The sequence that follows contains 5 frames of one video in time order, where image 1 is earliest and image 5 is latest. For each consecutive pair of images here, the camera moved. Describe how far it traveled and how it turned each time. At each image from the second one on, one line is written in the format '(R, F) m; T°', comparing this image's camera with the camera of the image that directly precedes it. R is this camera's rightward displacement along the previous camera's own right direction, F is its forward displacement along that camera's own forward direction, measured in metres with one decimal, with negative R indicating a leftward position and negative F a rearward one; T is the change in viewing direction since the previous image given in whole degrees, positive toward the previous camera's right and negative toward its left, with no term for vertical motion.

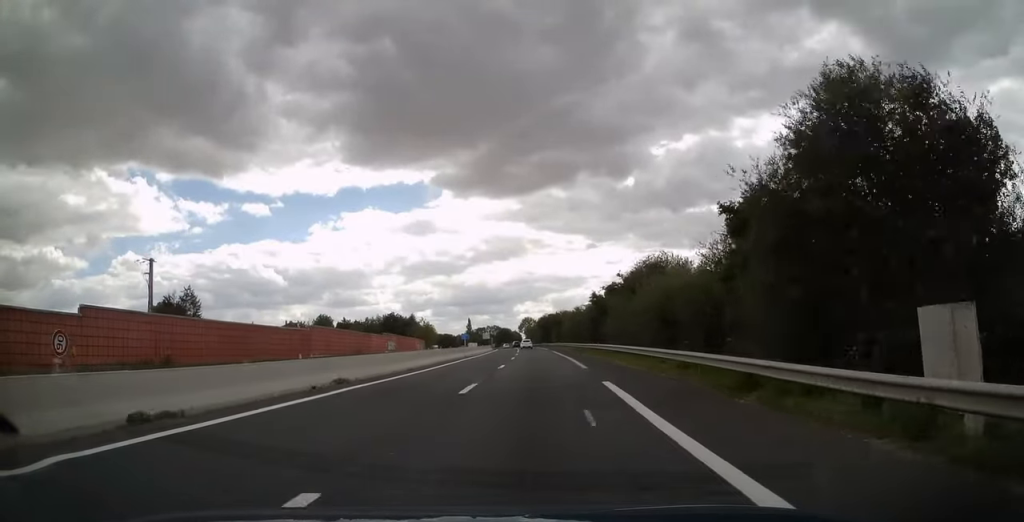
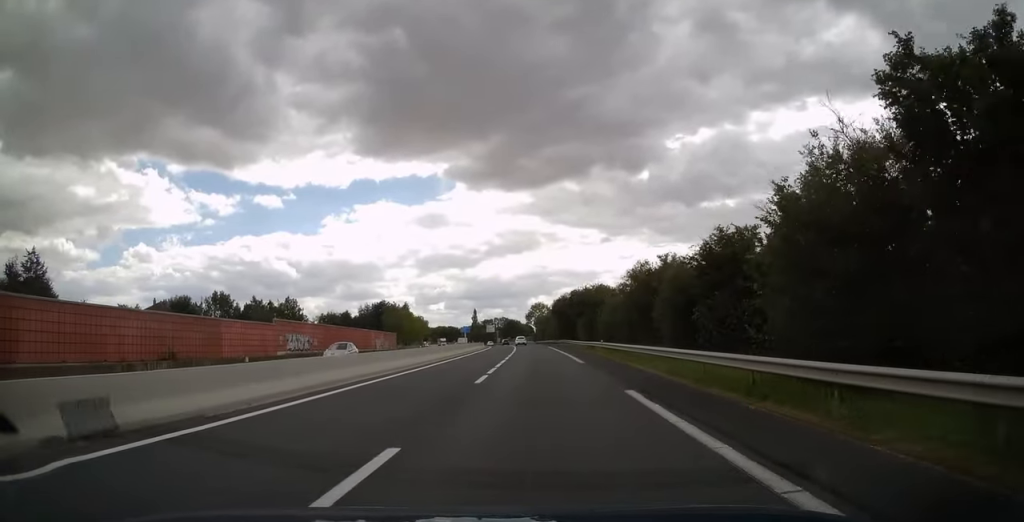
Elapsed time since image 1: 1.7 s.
(-0.5, +50.0) m; -1°
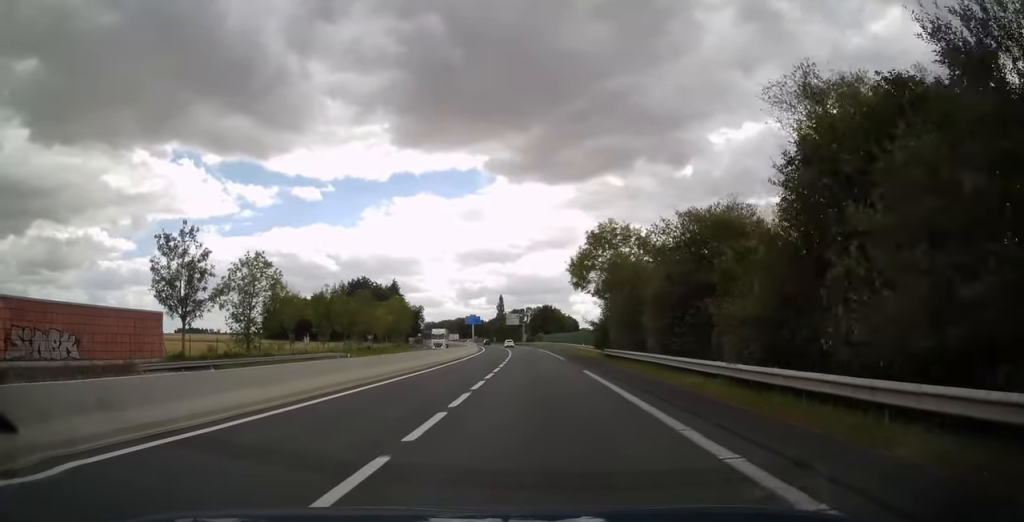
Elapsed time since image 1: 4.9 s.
(-2.7, +92.9) m; -4°
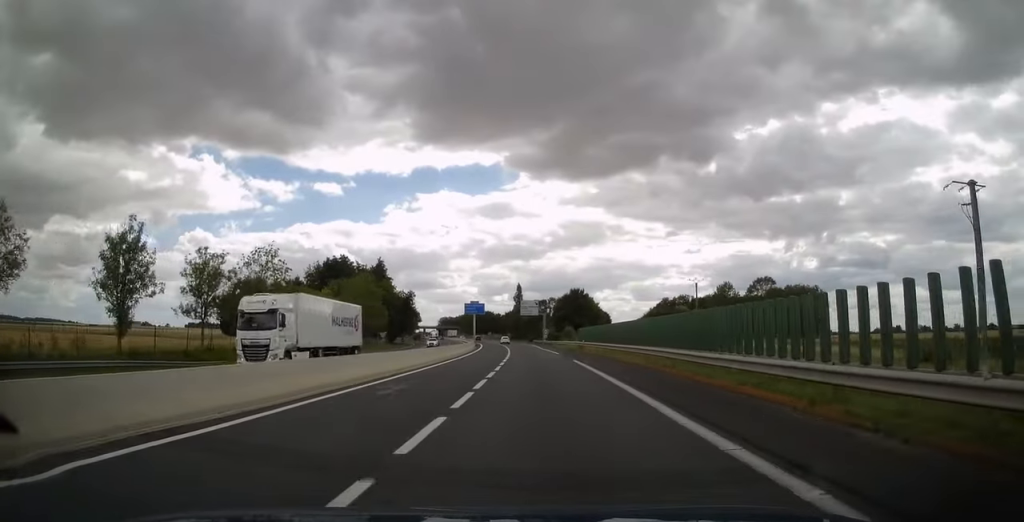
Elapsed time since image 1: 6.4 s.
(-0.9, +45.8) m; -2°
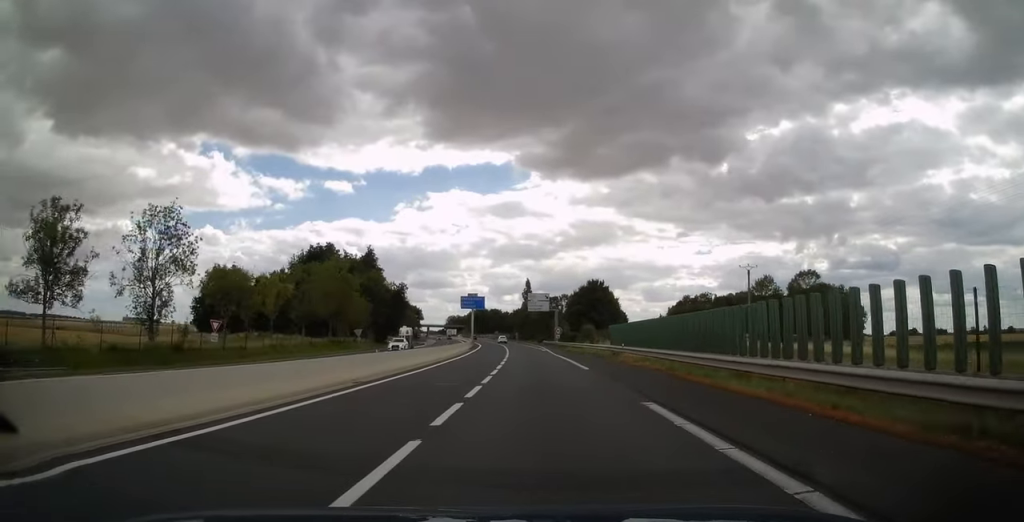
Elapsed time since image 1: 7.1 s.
(-0.3, +19.7) m; -1°
